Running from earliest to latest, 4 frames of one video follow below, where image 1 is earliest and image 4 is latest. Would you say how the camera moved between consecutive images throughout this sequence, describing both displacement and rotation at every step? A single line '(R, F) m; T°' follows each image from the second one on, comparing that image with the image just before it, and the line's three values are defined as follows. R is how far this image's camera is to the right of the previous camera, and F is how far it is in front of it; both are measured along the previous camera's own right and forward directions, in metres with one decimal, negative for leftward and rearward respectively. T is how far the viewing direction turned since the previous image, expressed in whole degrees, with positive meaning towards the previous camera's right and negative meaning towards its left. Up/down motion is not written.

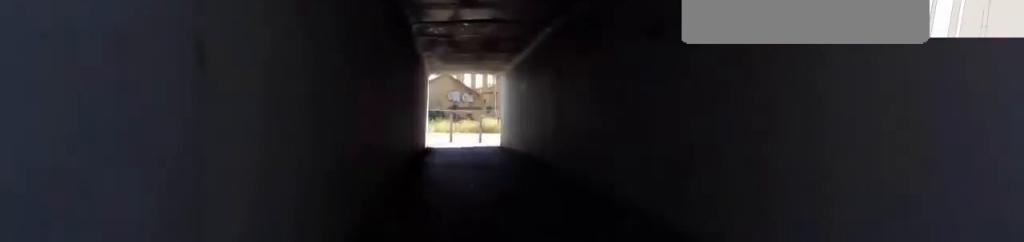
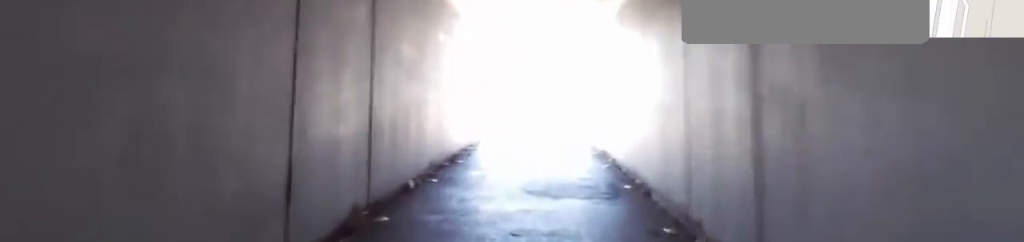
(-0.1, +7.4) m; -12°
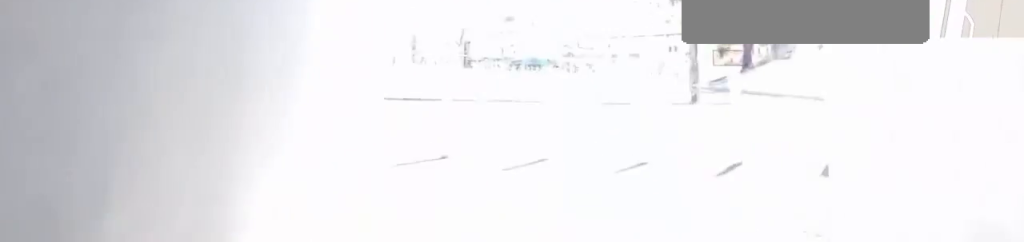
(-1.8, +10.1) m; -16°
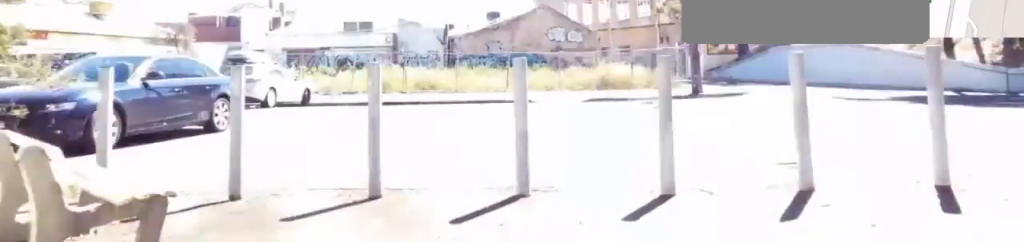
(-0.4, +2.4) m; -6°
